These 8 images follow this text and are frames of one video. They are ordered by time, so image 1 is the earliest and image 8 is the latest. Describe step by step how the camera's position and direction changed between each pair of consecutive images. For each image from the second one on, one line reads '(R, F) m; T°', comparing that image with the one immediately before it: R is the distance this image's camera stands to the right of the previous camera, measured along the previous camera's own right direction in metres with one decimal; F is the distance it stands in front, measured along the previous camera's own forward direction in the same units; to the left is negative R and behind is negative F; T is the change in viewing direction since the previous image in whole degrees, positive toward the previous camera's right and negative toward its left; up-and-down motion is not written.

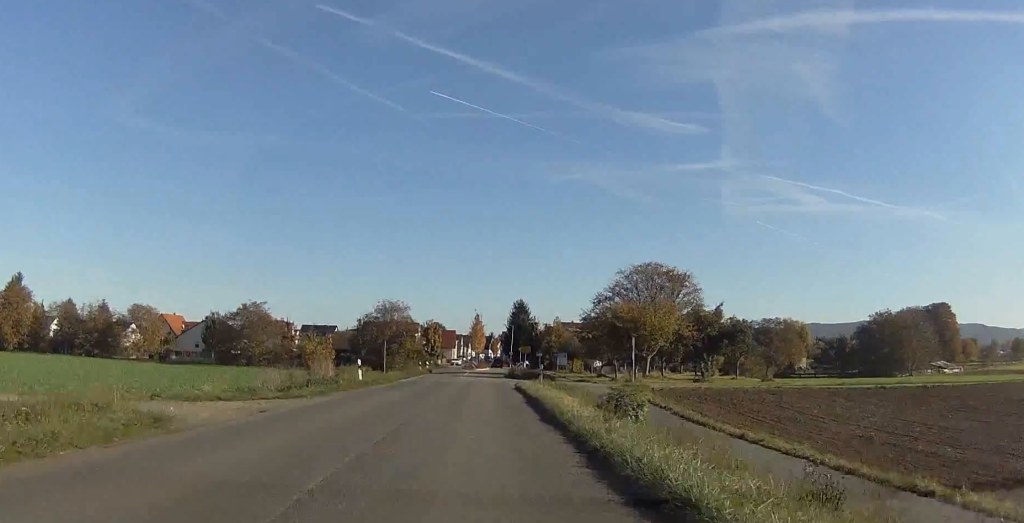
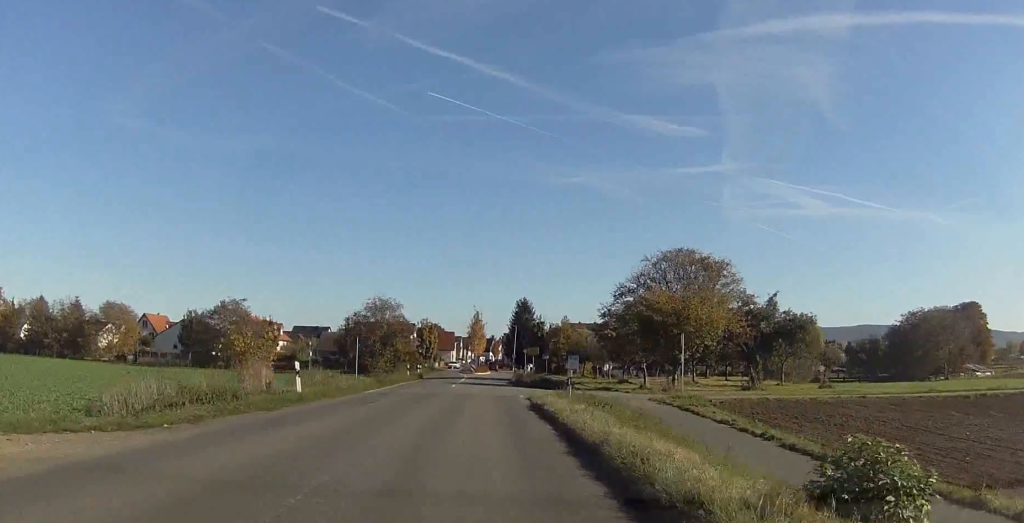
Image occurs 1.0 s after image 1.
(+0.4, +13.6) m; +1°
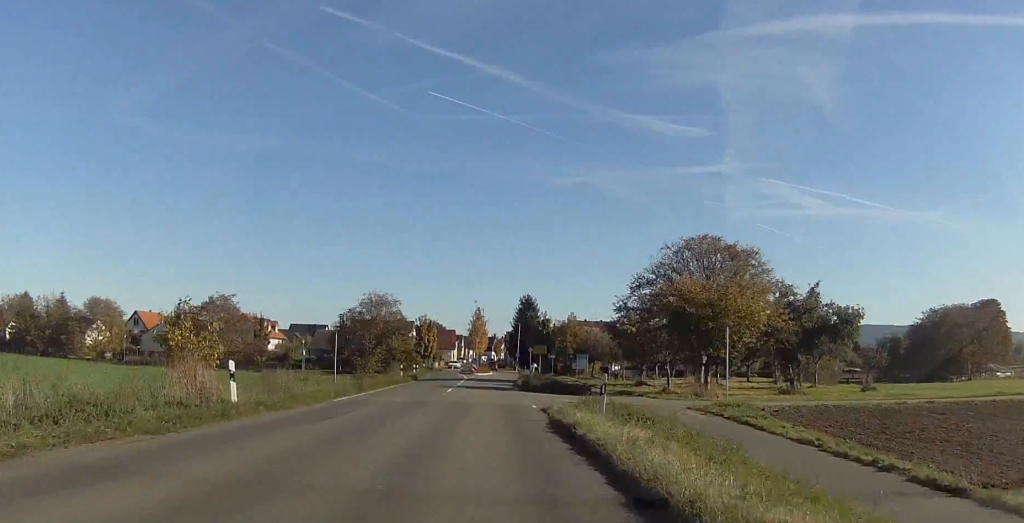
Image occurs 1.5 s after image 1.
(+0.1, +7.5) m; 0°
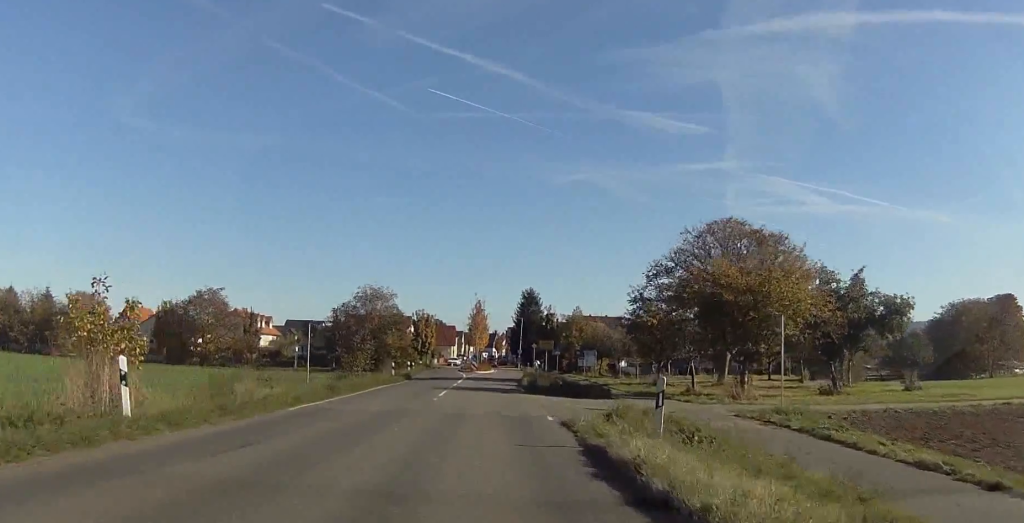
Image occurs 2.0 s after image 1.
(-0.2, +6.5) m; 0°
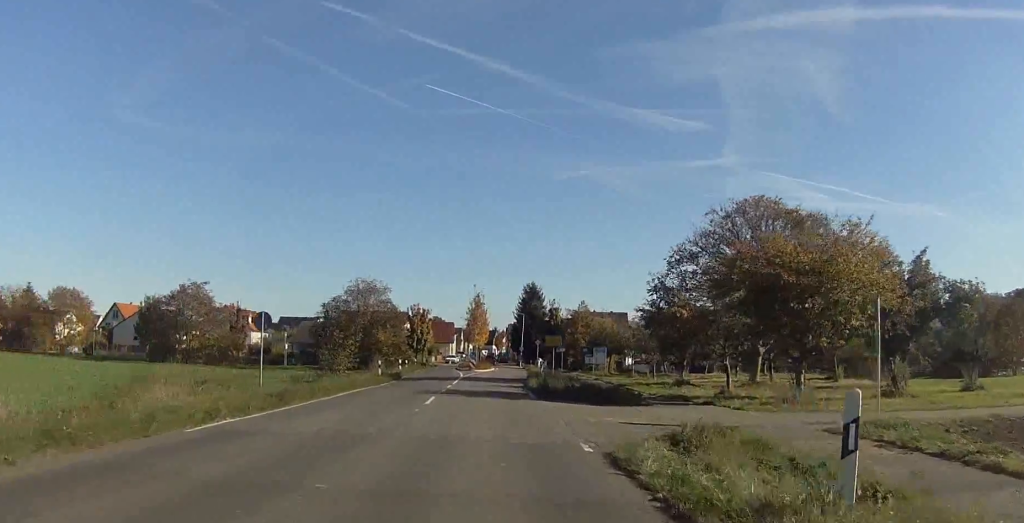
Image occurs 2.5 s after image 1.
(-0.1, +7.4) m; 0°
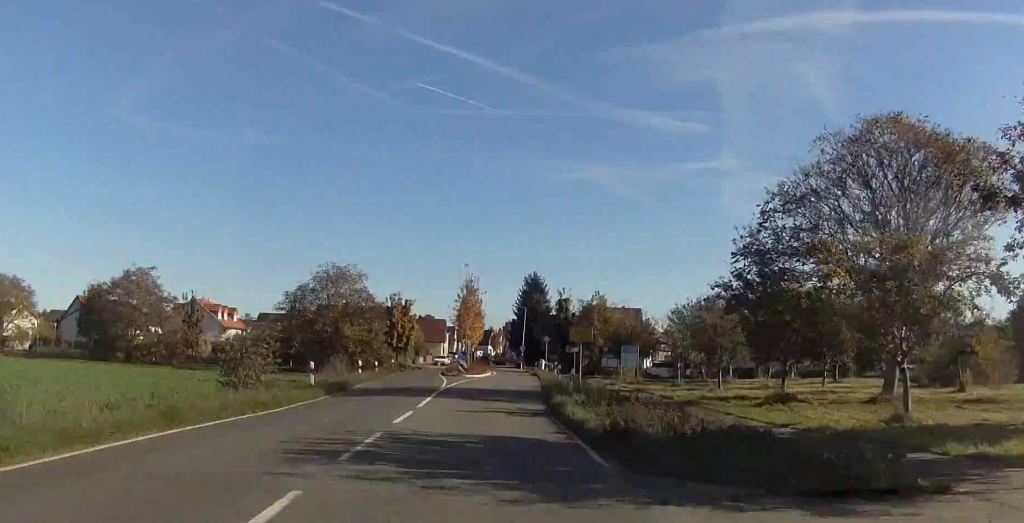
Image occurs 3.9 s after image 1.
(0.0, +19.4) m; -1°
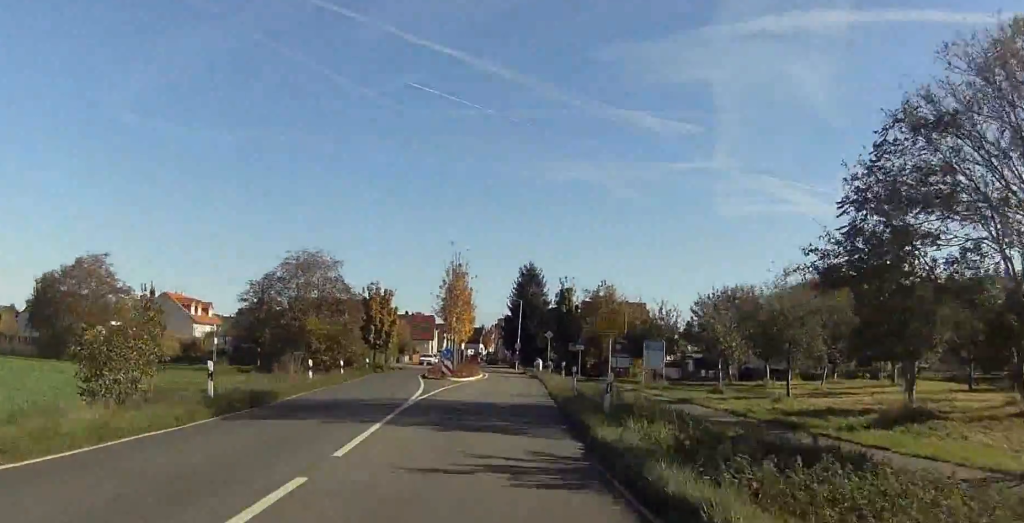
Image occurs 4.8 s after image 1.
(0.0, +11.8) m; +1°
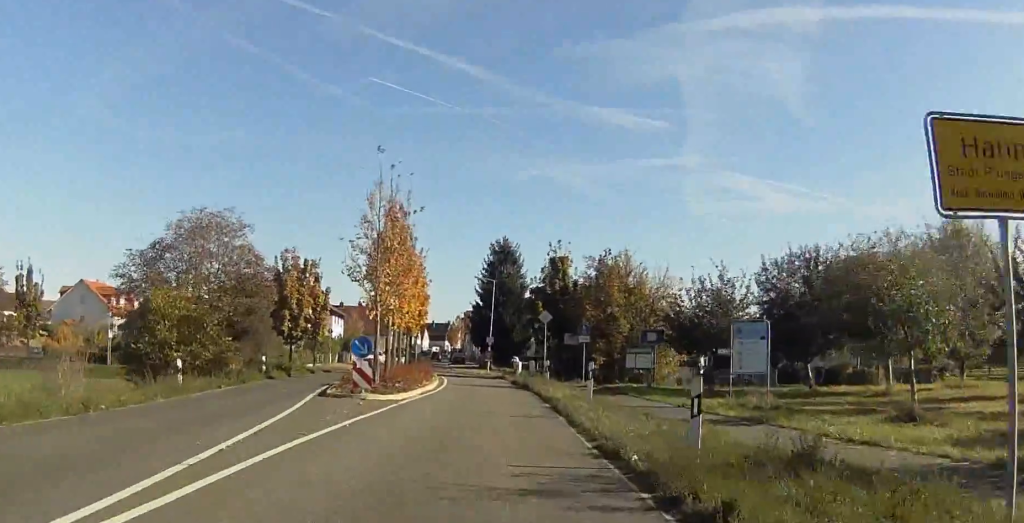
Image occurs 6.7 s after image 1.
(+0.3, +23.2) m; +1°
